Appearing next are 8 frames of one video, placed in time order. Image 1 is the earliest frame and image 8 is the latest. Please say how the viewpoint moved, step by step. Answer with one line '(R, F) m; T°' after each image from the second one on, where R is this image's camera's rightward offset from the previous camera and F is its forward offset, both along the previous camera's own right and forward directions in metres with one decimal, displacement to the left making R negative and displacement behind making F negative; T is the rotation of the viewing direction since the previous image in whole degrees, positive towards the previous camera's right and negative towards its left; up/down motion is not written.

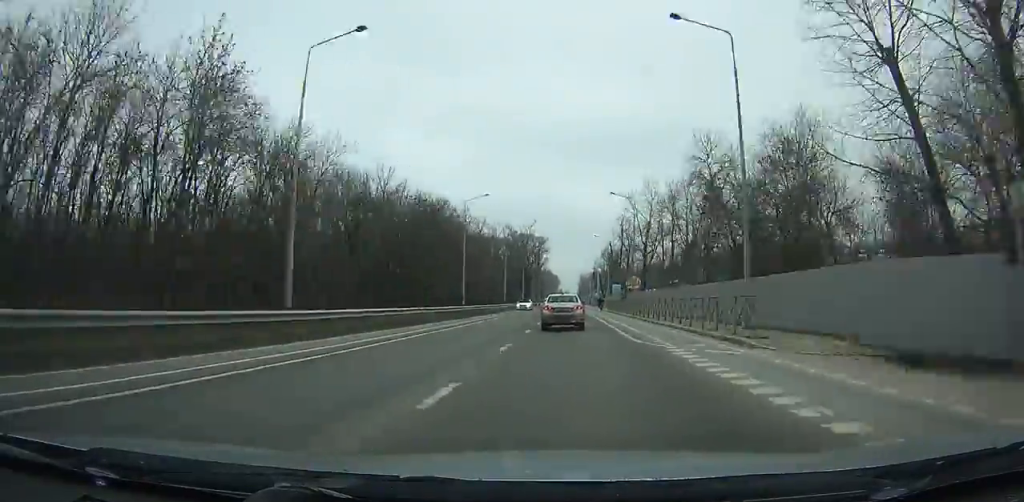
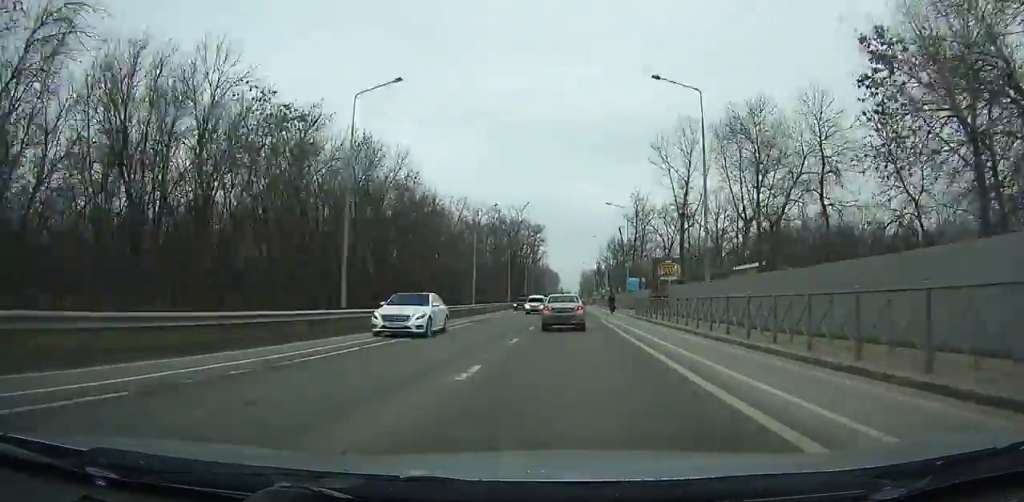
(0.0, +29.5) m; 0°
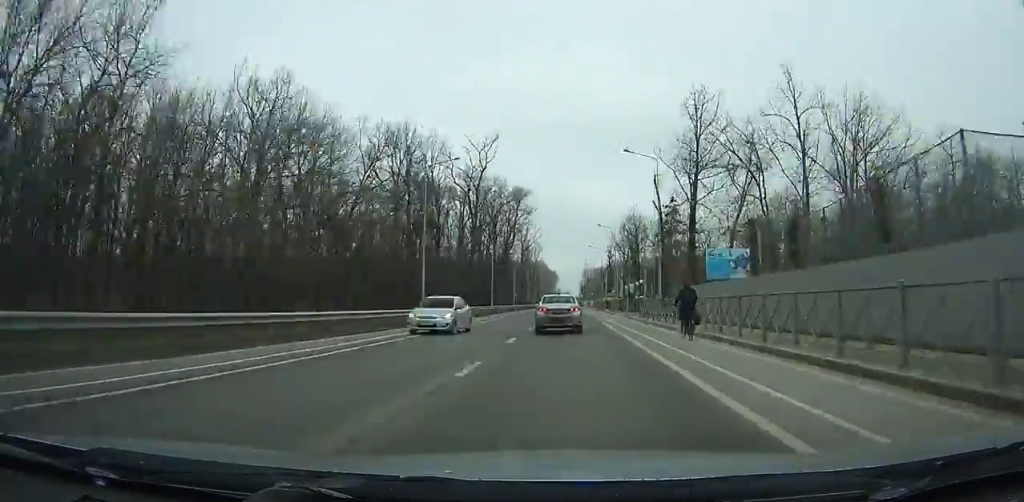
(-0.1, +55.3) m; 0°
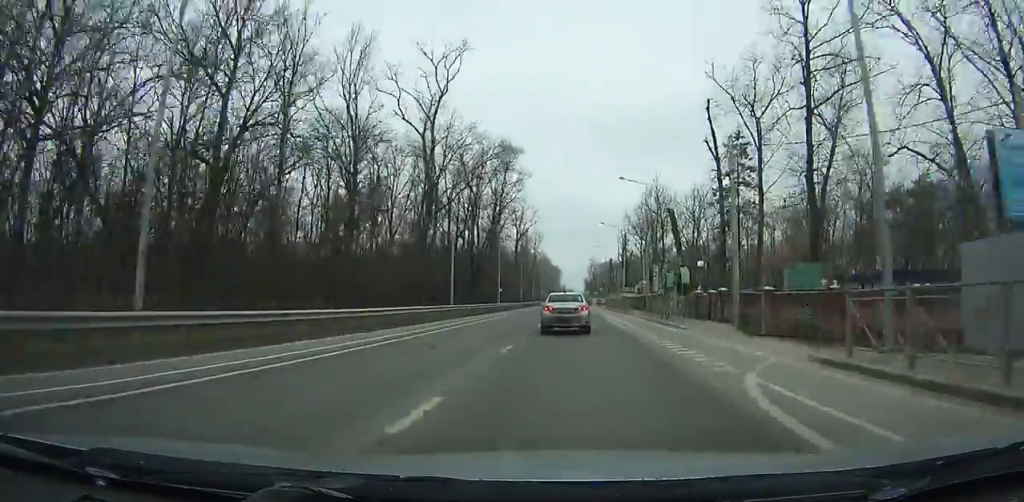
(0.0, +27.7) m; 0°
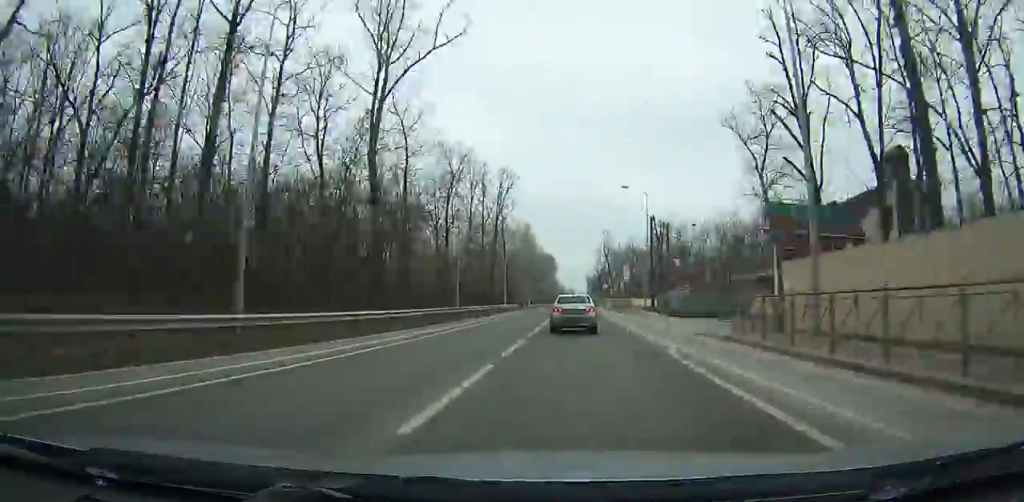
(-0.5, +93.9) m; 0°
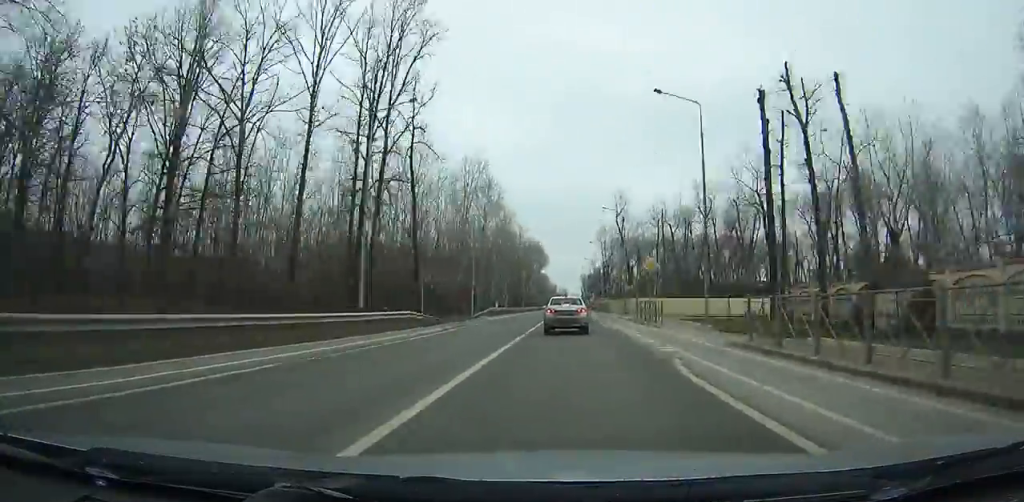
(+0.2, +55.0) m; 0°
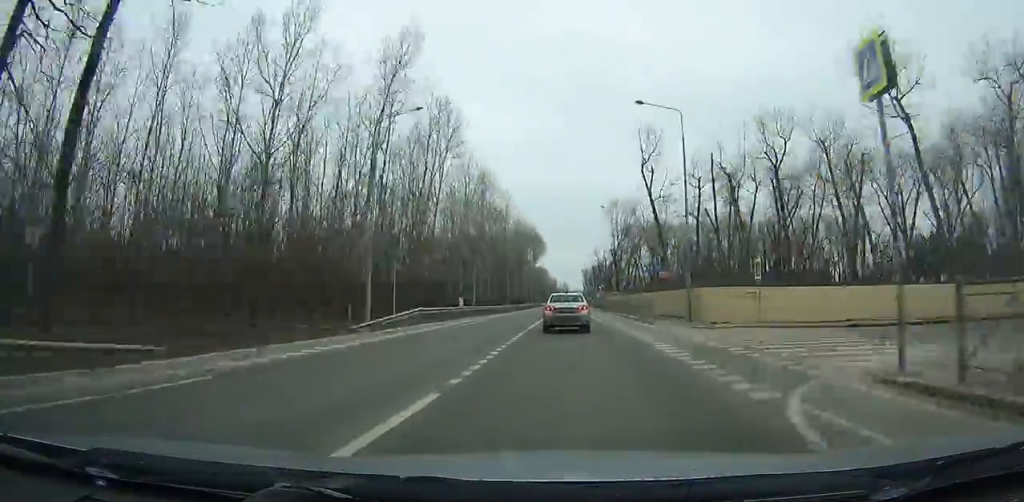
(+0.1, +30.9) m; 0°
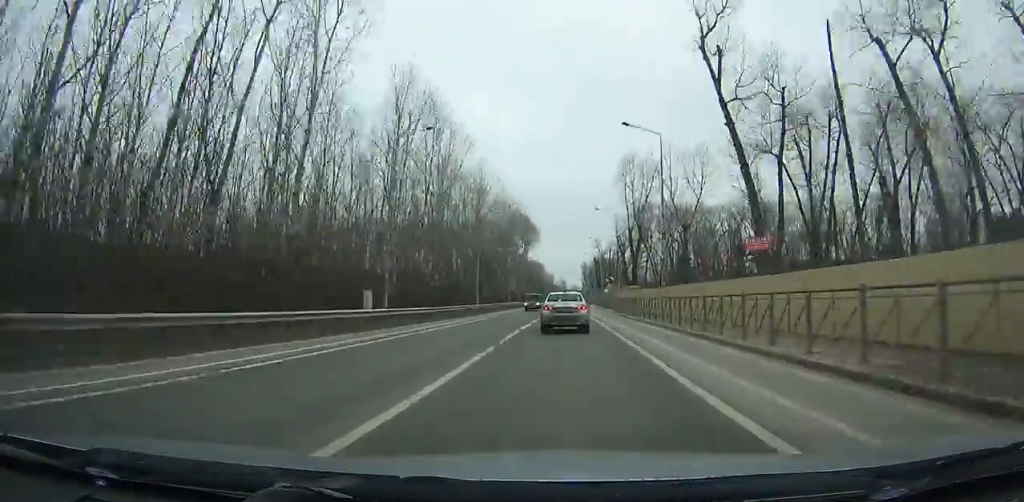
(0.0, +28.9) m; 0°
